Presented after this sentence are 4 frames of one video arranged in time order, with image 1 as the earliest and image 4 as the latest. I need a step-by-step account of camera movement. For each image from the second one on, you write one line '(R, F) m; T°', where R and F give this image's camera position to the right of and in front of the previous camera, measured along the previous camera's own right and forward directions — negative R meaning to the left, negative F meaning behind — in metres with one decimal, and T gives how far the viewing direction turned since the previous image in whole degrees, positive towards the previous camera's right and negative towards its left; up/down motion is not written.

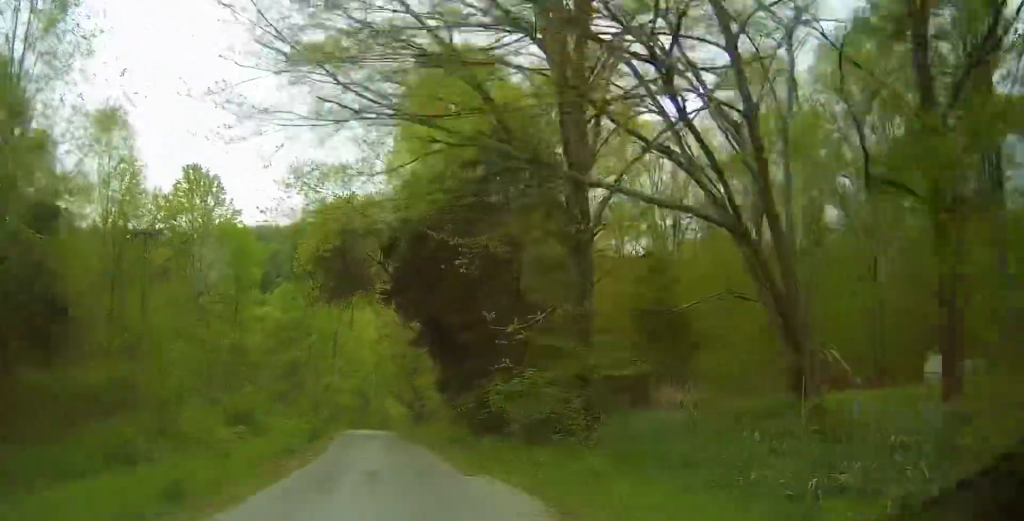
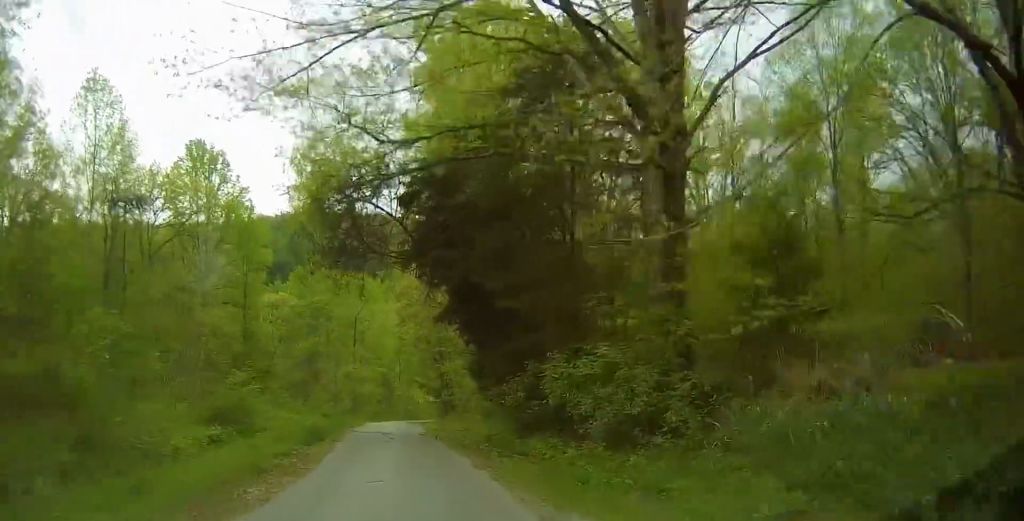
(-0.9, +5.7) m; -16°
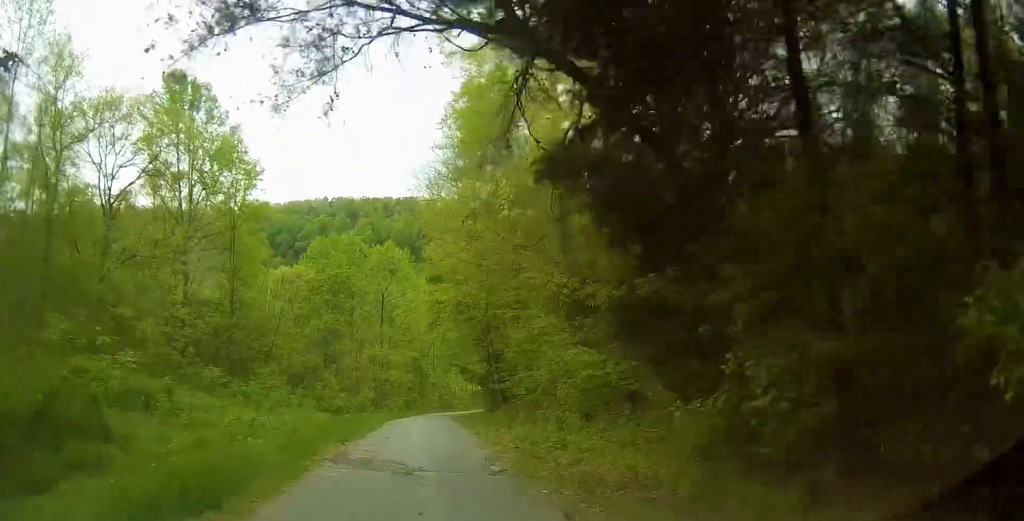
(-3.4, +15.5) m; -14°
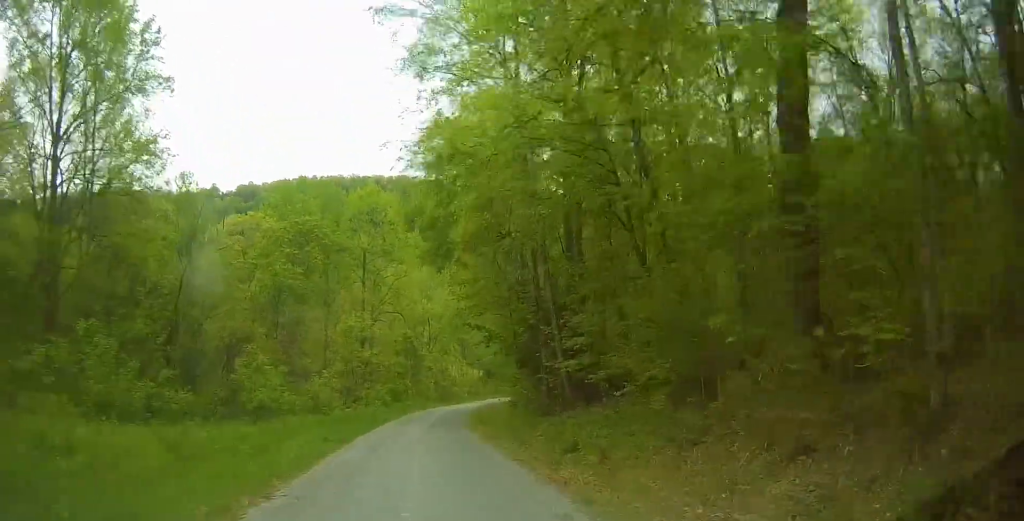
(+1.6, +22.9) m; +4°
